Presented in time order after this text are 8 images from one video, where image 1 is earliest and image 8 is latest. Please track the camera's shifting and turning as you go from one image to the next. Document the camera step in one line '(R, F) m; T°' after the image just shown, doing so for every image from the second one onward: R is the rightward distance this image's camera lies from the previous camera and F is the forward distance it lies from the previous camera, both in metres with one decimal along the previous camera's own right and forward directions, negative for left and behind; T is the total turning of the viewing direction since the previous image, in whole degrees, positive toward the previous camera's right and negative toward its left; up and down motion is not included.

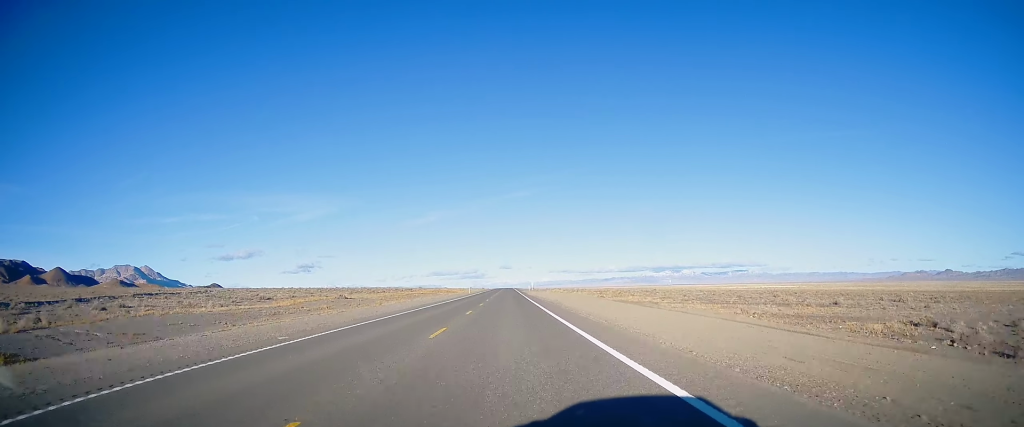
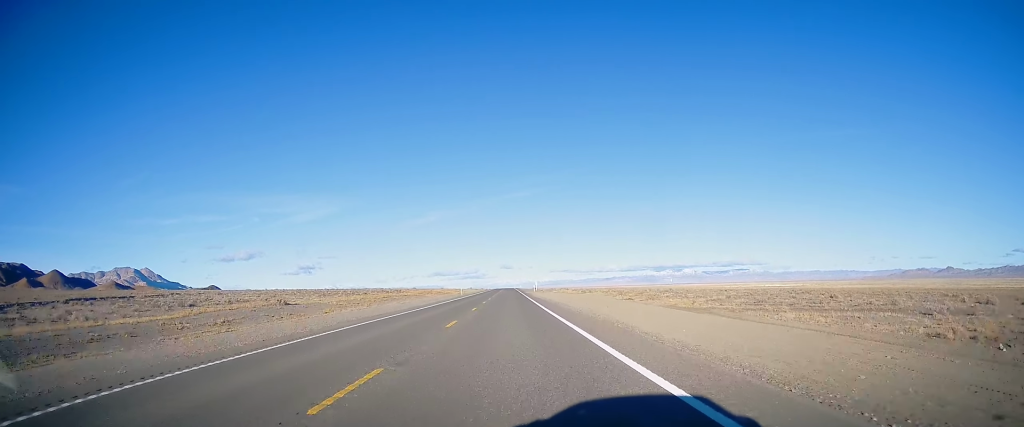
(+0.4, +20.7) m; 0°
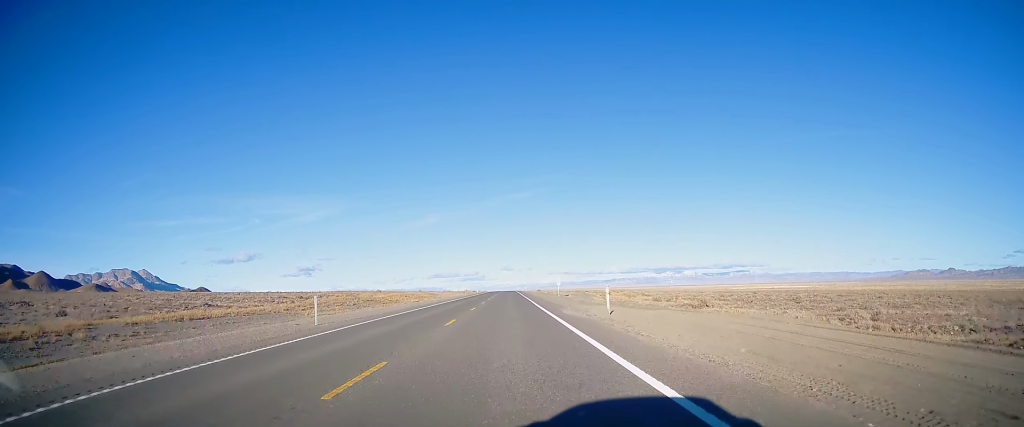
(-0.7, +72.3) m; 0°
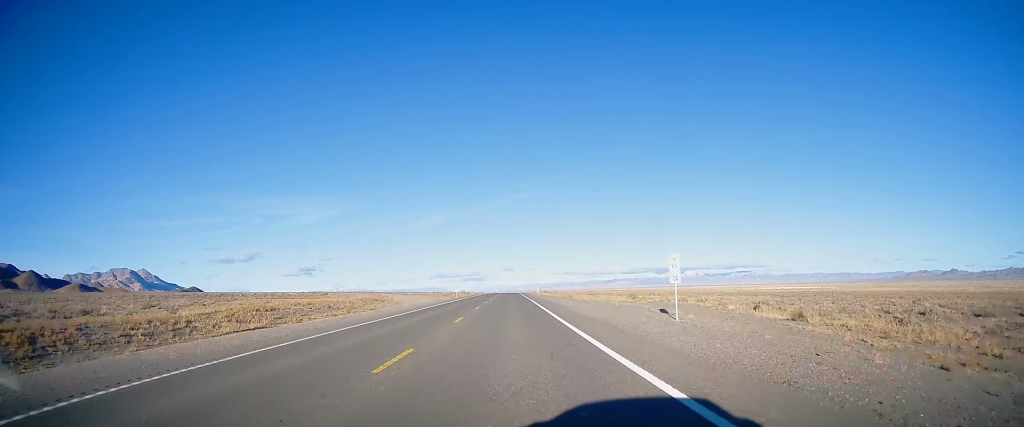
(-0.1, +59.2) m; 0°
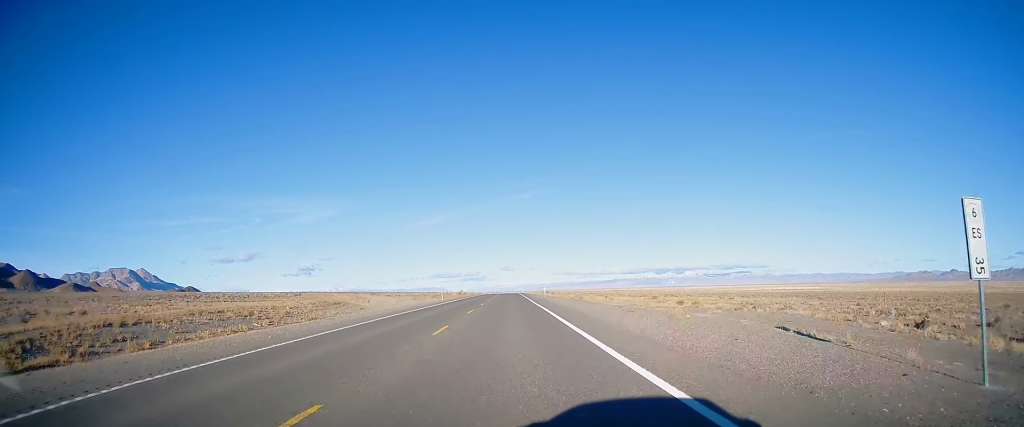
(0.0, +18.0) m; 0°
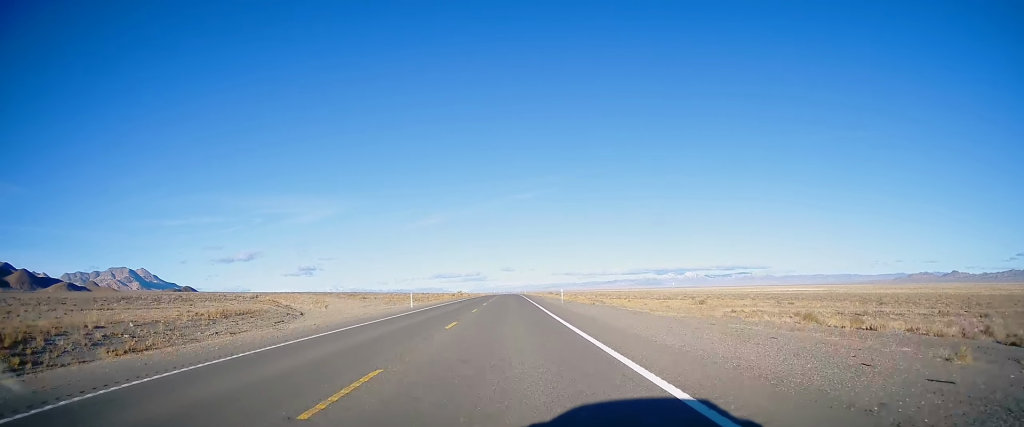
(0.0, +21.8) m; 0°
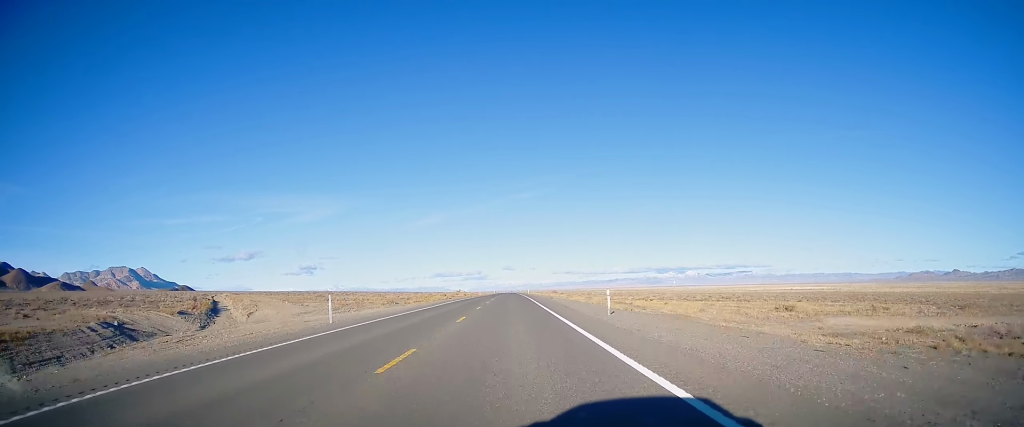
(0.0, +21.8) m; 0°
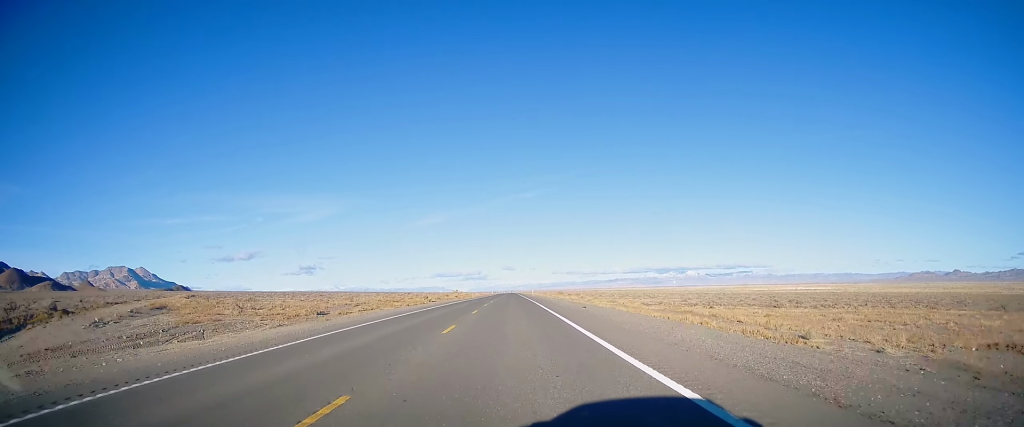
(0.0, +29.6) m; 0°
